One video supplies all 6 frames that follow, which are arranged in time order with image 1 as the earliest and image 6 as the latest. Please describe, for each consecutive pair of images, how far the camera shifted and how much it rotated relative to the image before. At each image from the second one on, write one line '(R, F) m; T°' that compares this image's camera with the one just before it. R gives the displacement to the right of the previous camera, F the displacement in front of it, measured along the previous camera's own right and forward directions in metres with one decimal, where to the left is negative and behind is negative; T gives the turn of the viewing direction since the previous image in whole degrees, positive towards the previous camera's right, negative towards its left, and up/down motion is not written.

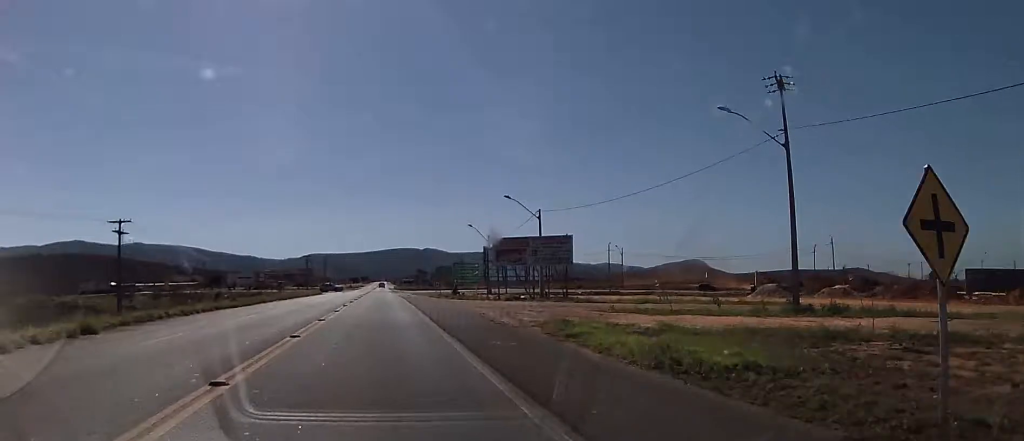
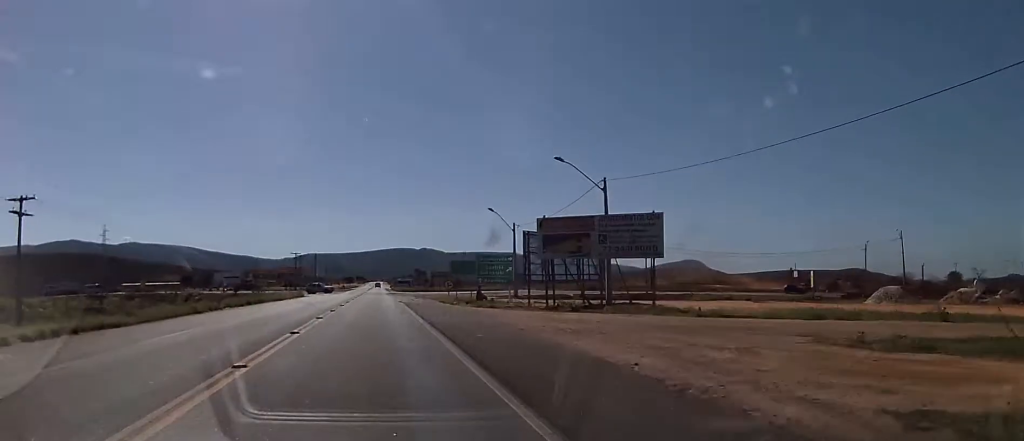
(-0.1, +18.1) m; 0°
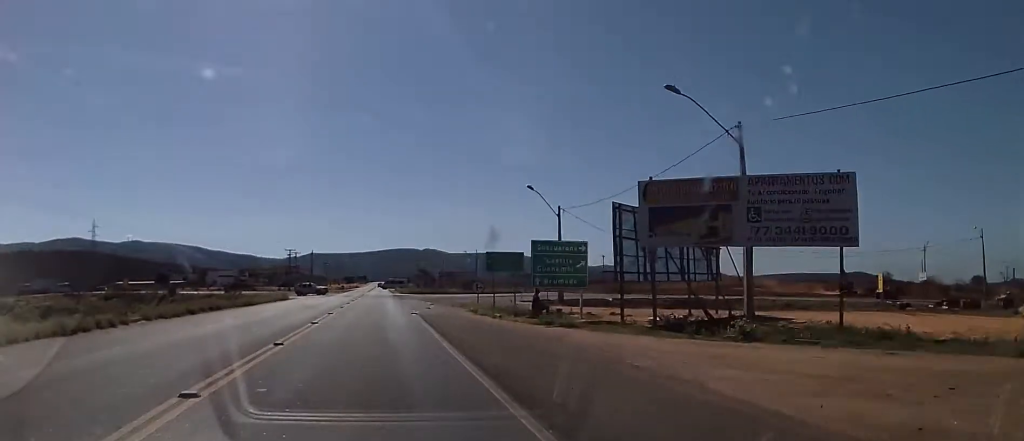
(+0.2, +15.5) m; +1°
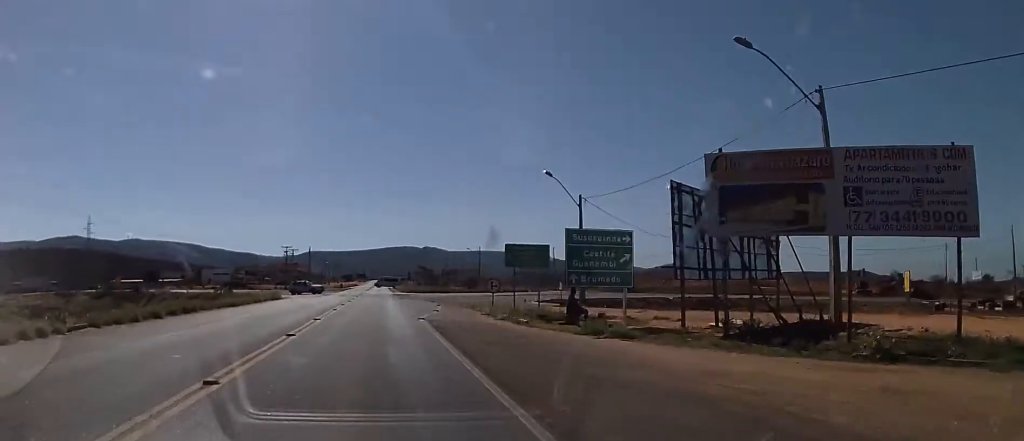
(0.0, +5.3) m; -1°
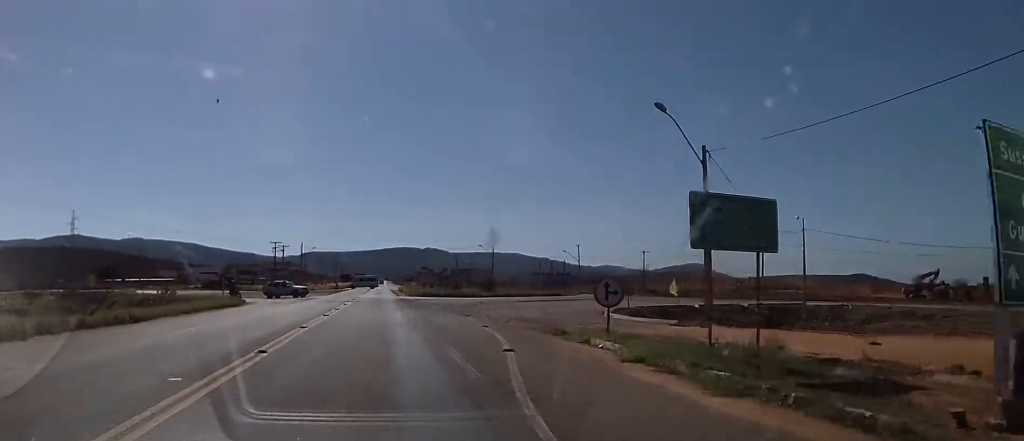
(-0.5, +17.6) m; -1°
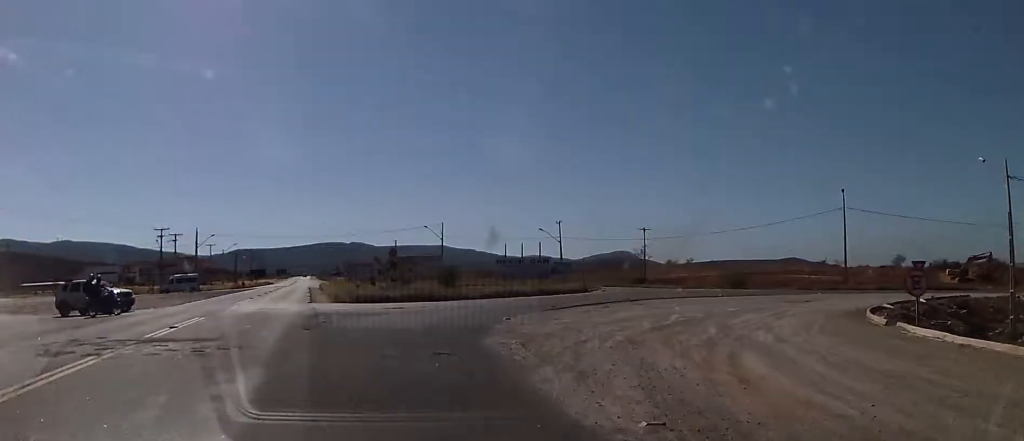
(+1.8, +31.9) m; +8°
